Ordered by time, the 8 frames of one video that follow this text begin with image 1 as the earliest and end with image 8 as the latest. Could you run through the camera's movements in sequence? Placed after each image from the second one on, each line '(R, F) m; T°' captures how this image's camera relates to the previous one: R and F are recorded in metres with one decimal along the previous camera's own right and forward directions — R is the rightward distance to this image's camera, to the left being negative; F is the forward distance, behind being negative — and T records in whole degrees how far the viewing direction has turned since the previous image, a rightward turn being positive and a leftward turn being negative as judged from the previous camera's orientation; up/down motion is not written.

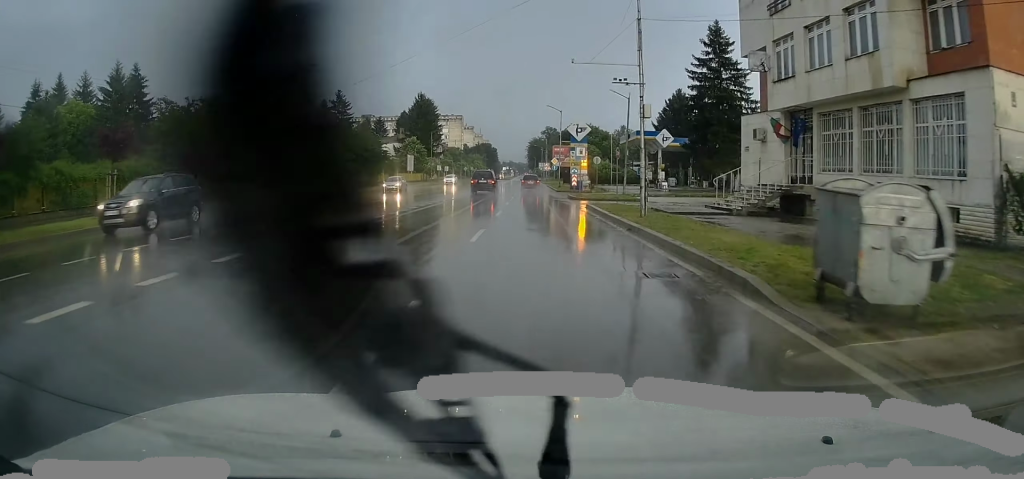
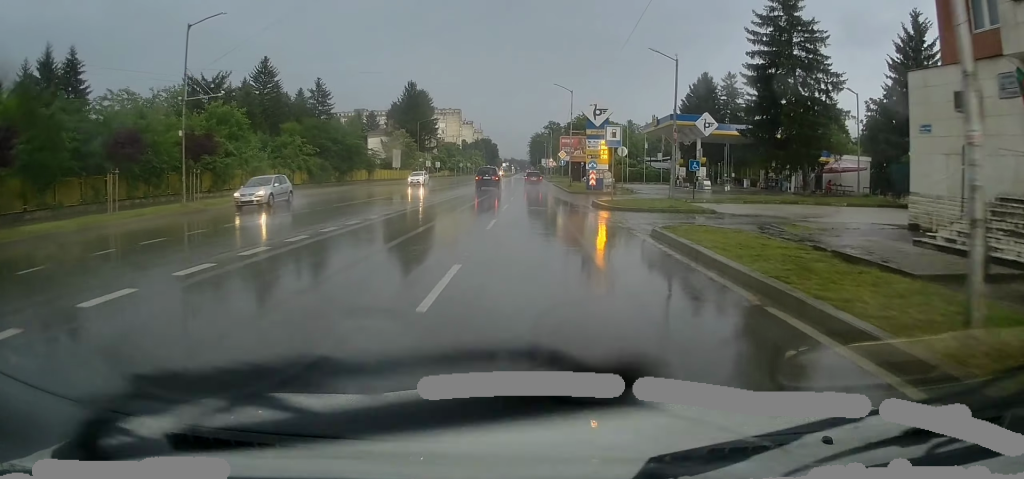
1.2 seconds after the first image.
(-0.2, +15.0) m; -3°
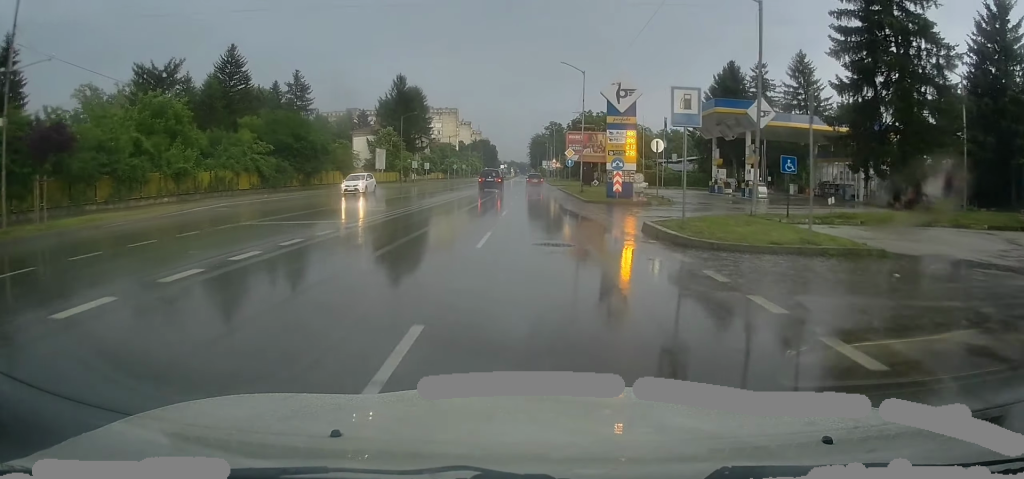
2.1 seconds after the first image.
(-0.5, +12.2) m; 0°
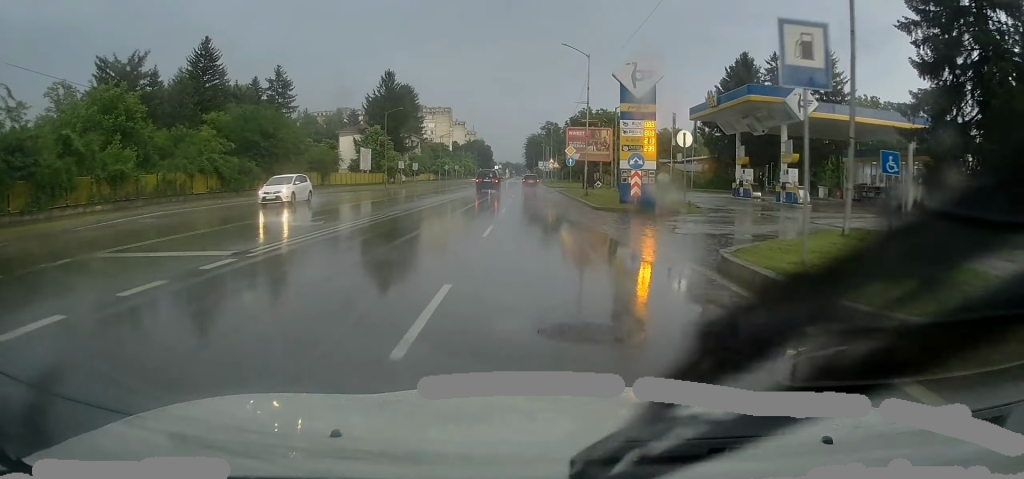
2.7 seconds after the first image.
(+0.3, +6.7) m; +1°
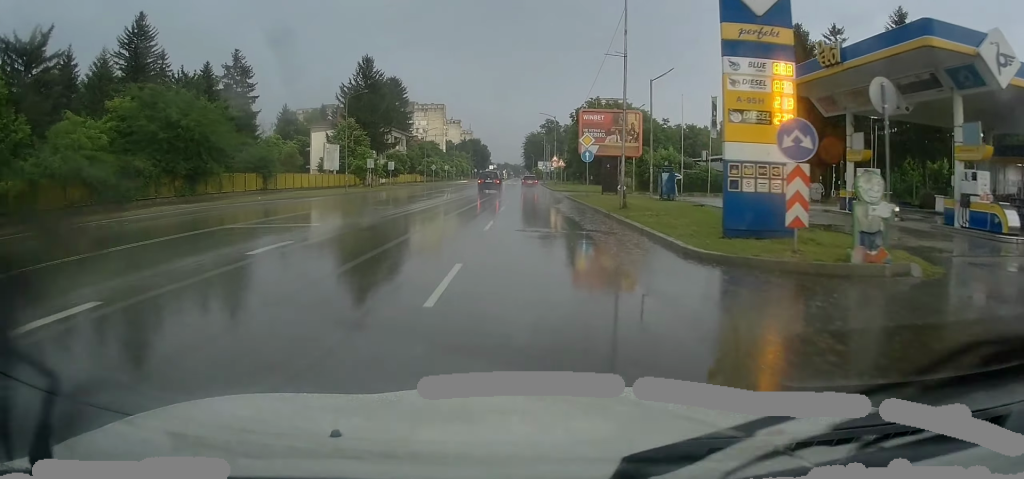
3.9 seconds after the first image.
(+0.3, +15.8) m; +1°
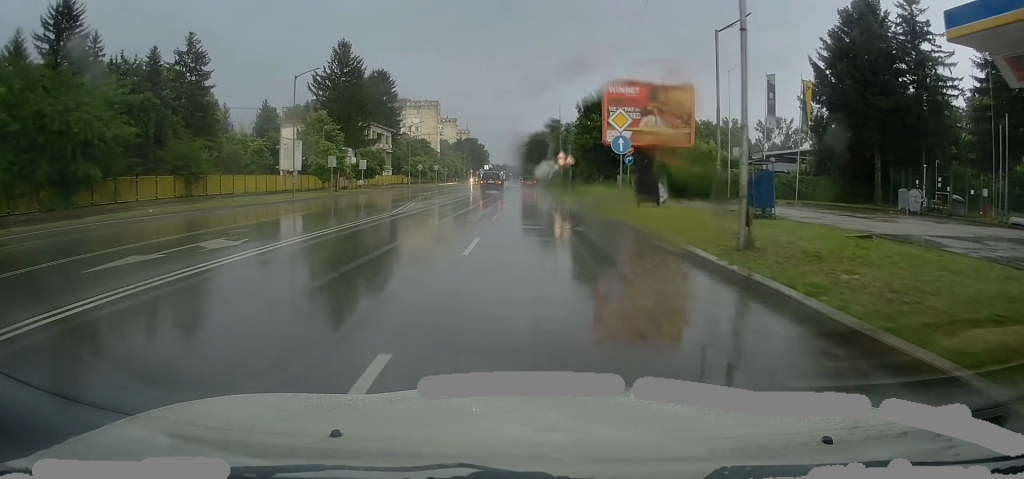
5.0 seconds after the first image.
(0.0, +13.3) m; 0°
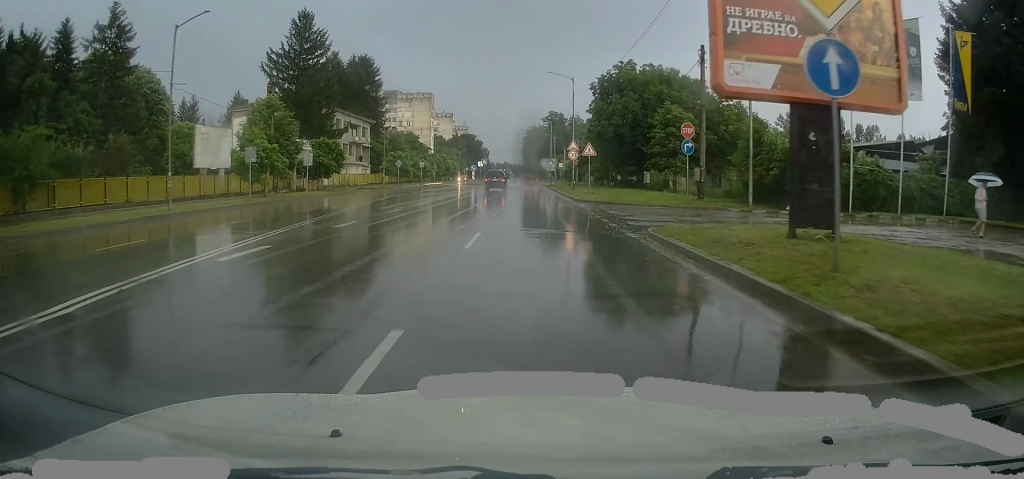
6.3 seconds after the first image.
(0.0, +16.6) m; 0°
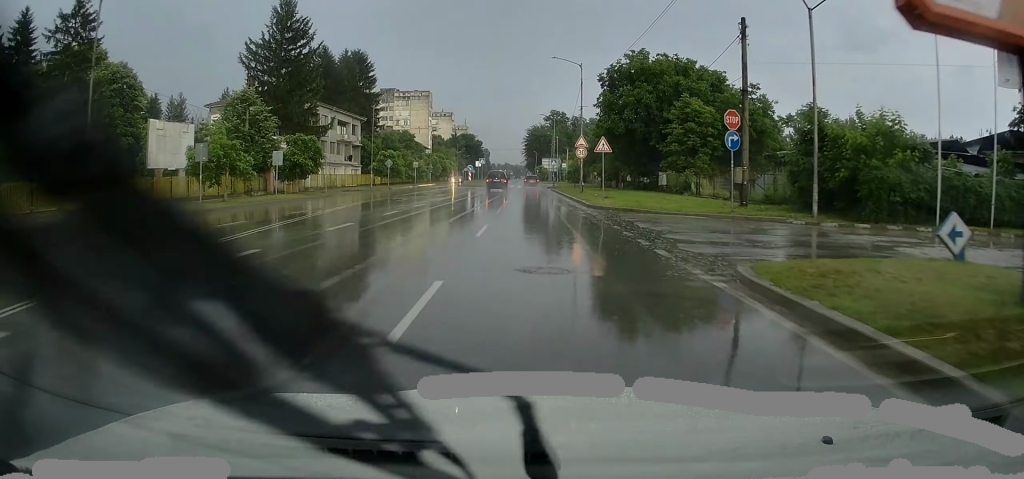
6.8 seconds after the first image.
(0.0, +6.3) m; 0°
